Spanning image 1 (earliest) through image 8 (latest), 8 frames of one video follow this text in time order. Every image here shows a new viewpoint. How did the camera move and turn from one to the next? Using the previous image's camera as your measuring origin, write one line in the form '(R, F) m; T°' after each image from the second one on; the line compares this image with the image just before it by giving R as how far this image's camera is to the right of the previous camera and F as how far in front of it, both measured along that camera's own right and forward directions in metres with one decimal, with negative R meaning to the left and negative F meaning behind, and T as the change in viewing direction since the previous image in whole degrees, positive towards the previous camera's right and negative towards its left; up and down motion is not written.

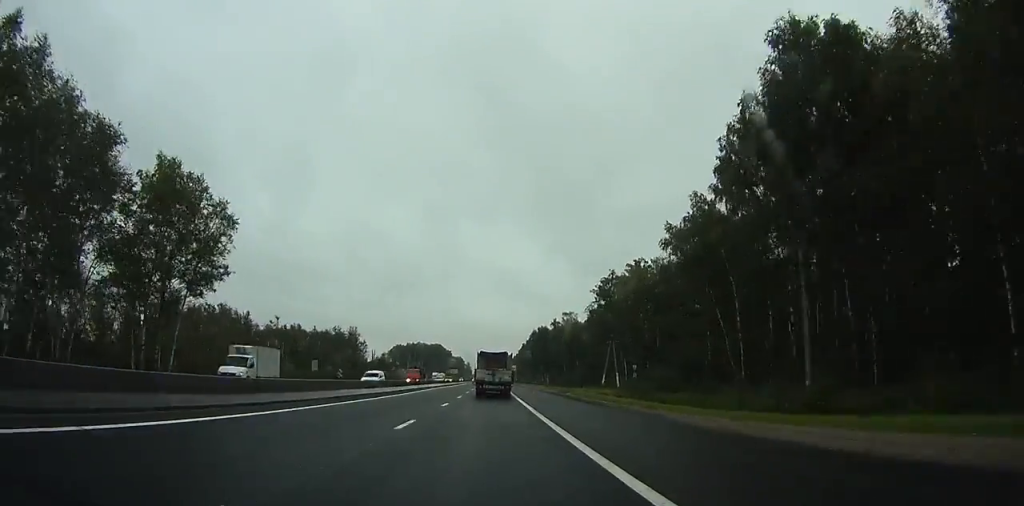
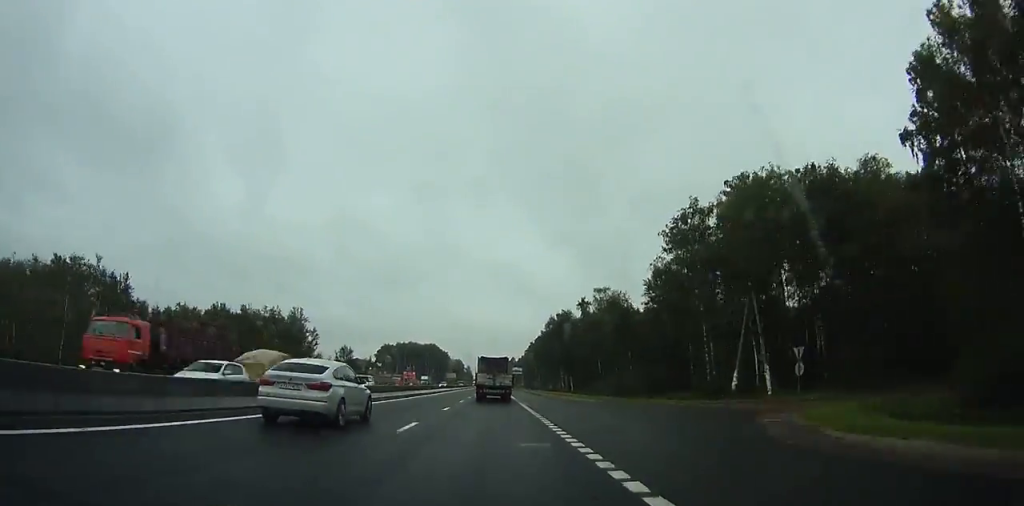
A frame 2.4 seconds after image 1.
(+0.1, +43.5) m; 0°
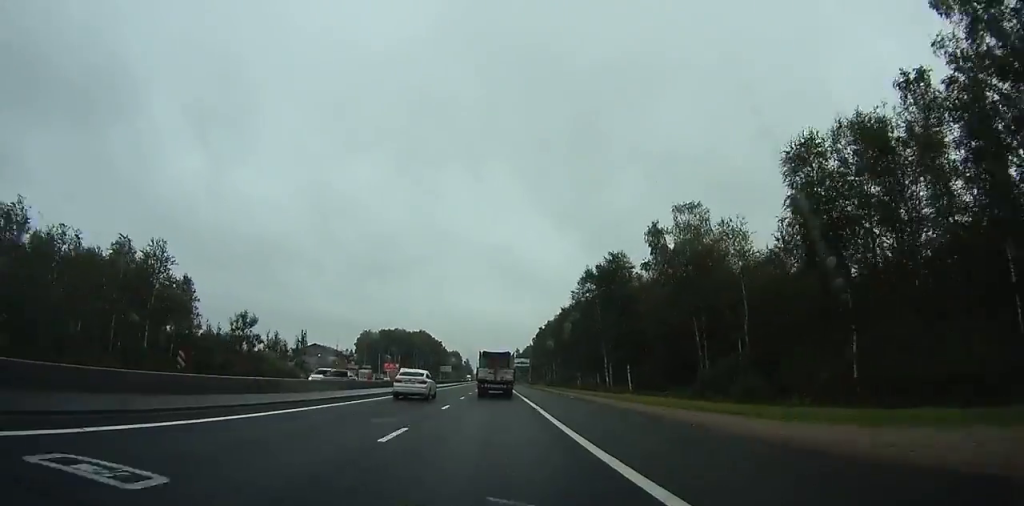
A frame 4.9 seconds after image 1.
(+0.2, +48.1) m; 0°
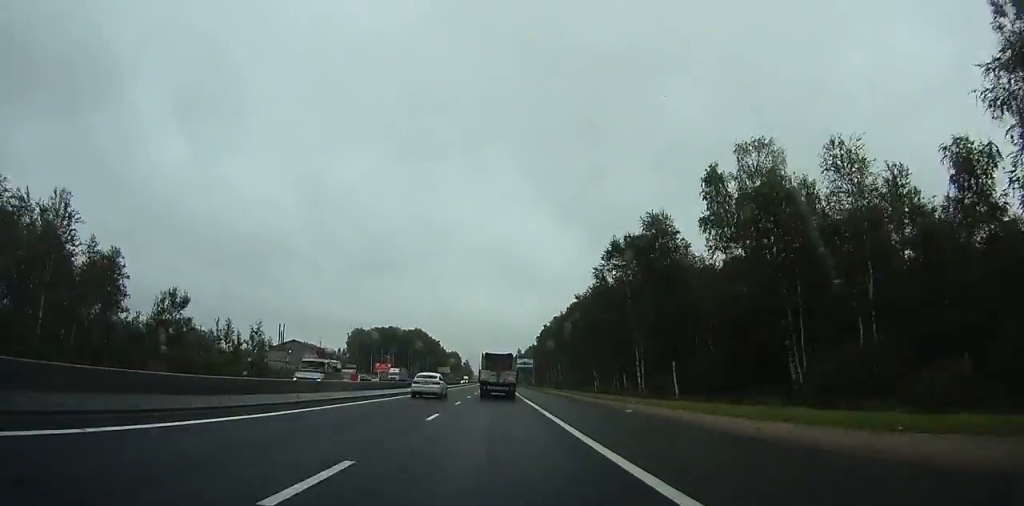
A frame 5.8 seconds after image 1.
(0.0, +16.7) m; 0°
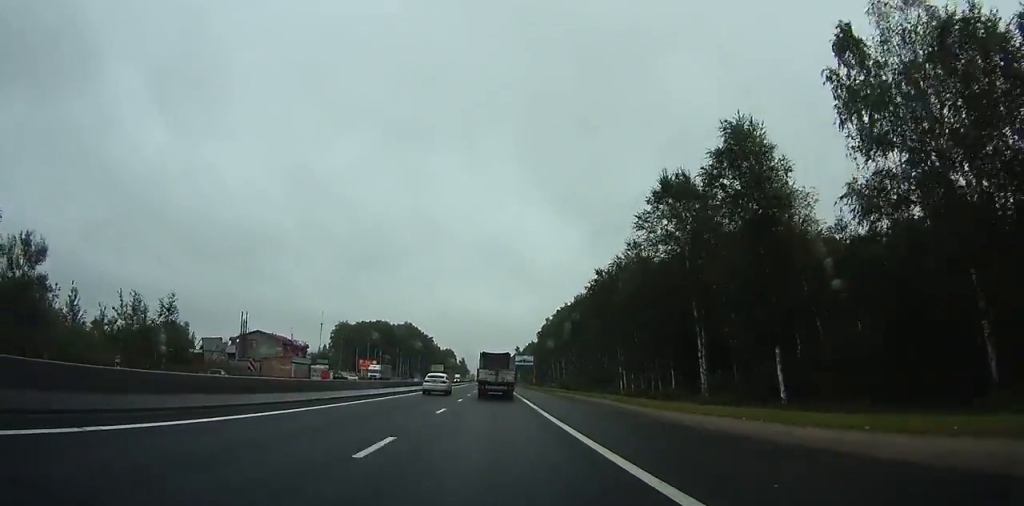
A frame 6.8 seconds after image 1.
(-0.1, +19.4) m; 0°
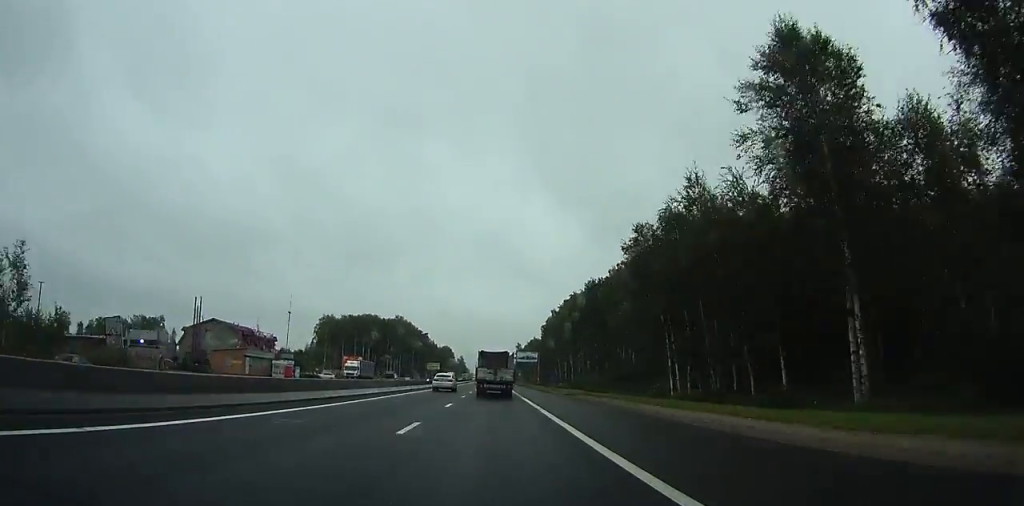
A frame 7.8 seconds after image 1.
(-0.1, +19.3) m; 0°
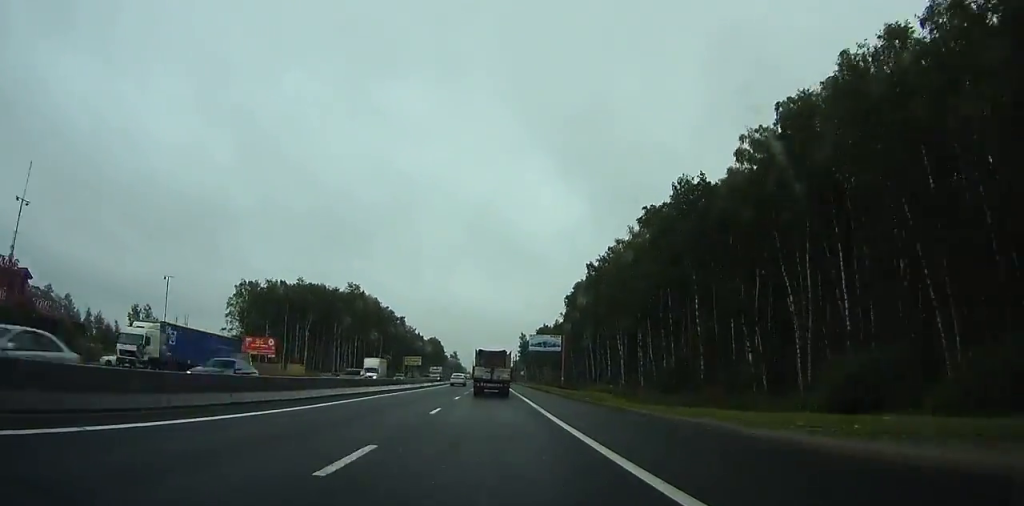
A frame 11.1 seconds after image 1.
(-0.1, +64.1) m; -1°
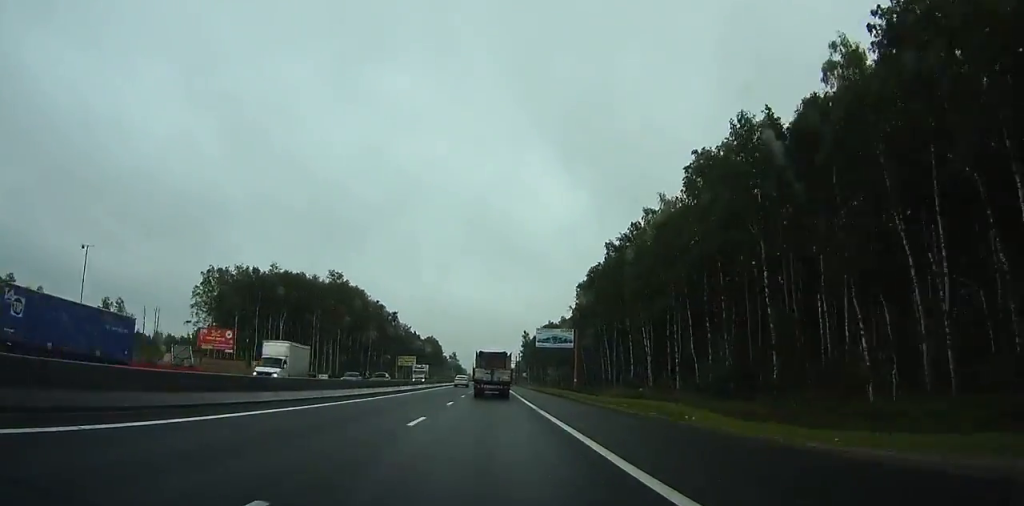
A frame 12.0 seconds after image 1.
(-0.2, +17.0) m; 0°
